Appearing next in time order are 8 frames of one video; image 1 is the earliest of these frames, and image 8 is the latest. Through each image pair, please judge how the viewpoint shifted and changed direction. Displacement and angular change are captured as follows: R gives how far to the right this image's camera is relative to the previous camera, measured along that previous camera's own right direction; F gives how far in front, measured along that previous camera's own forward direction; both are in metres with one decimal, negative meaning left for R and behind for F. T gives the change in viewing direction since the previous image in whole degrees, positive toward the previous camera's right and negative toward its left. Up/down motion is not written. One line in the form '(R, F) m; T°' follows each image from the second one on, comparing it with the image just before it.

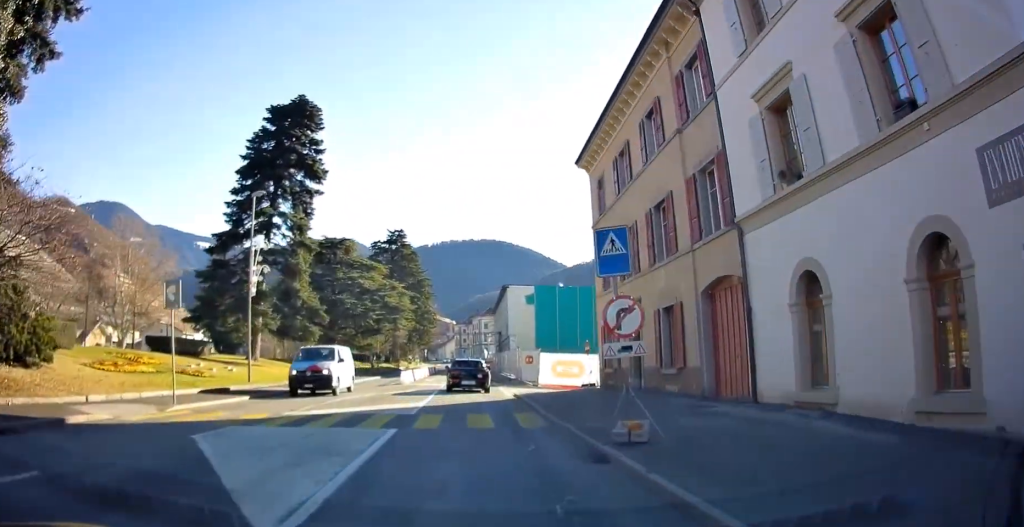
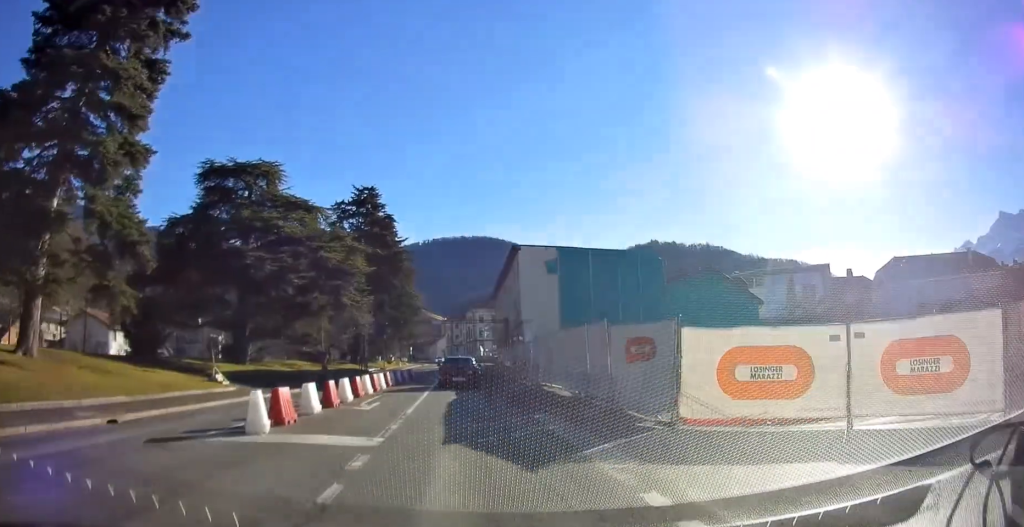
(+0.1, +24.4) m; 0°
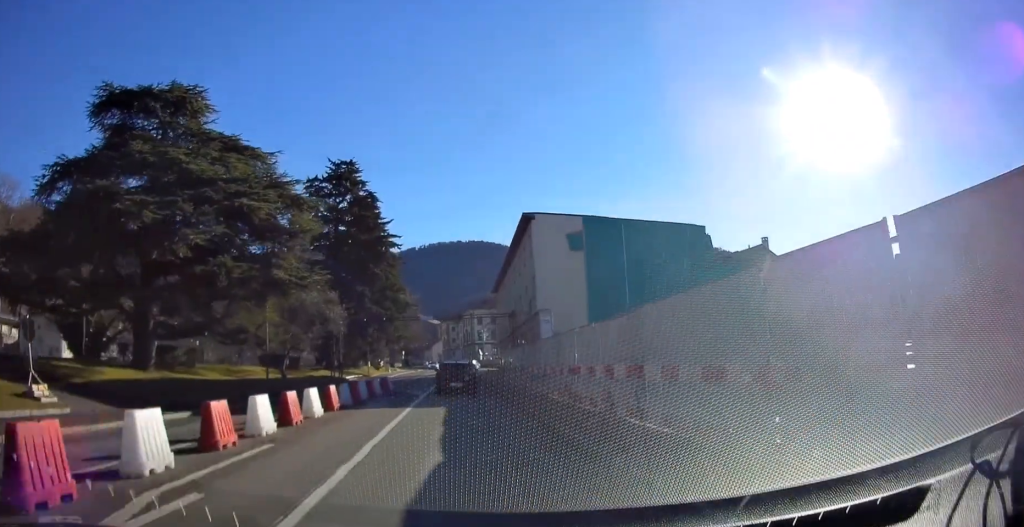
(0.0, +11.9) m; 0°
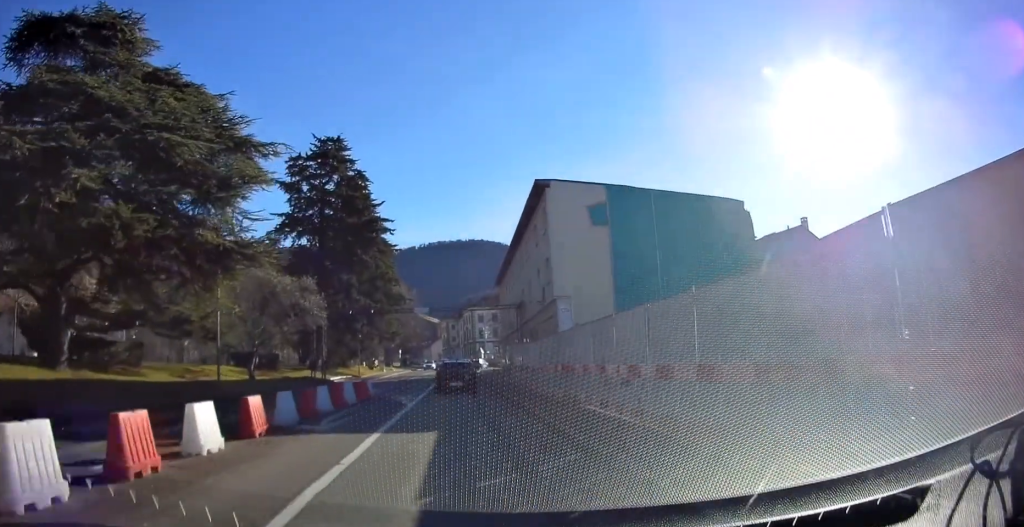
(0.0, +6.4) m; +1°
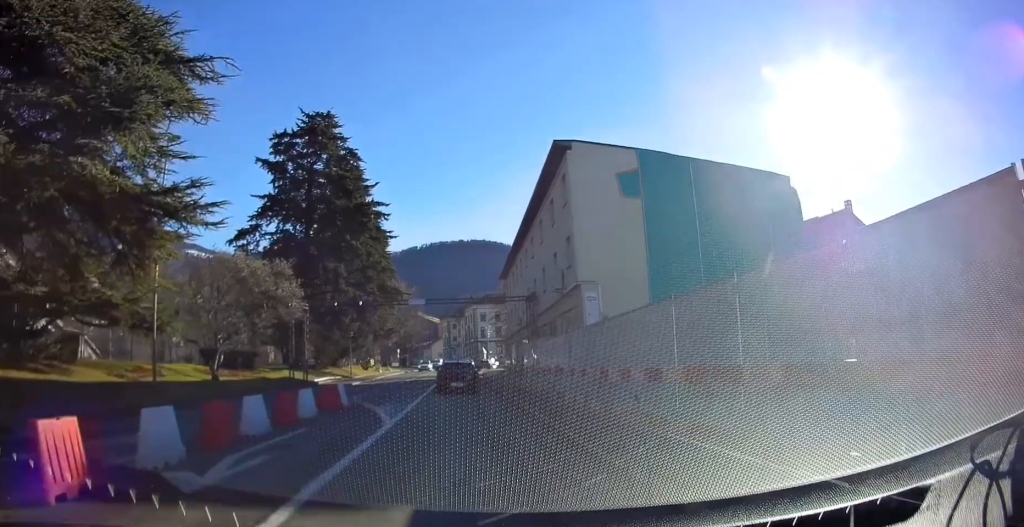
(+0.1, +6.0) m; 0°
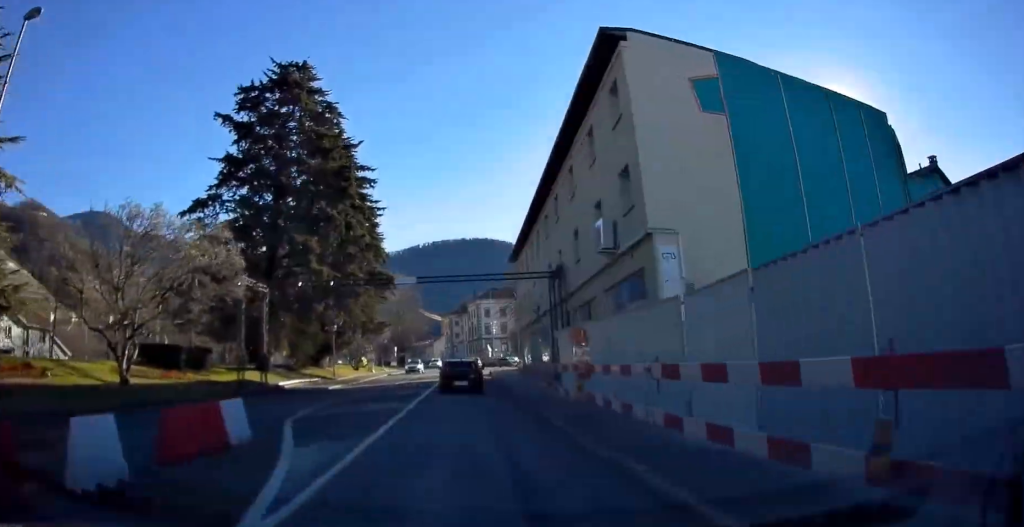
(+0.1, +8.9) m; 0°
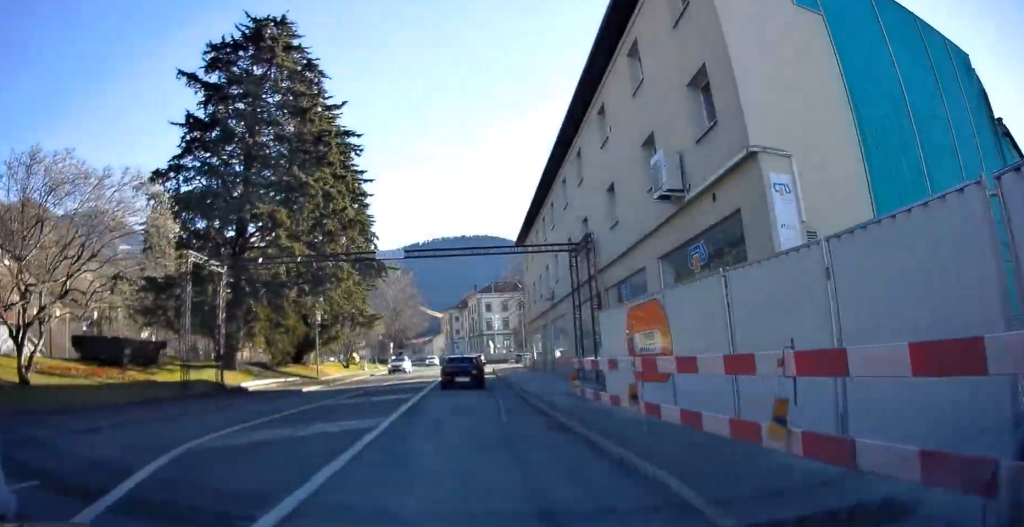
(-0.1, +6.2) m; -1°
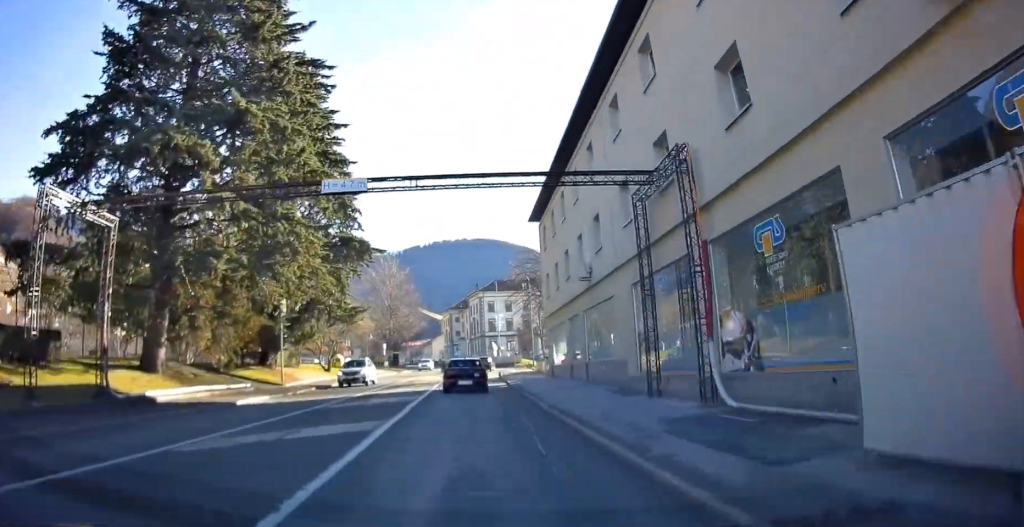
(-0.2, +9.2) m; -2°
